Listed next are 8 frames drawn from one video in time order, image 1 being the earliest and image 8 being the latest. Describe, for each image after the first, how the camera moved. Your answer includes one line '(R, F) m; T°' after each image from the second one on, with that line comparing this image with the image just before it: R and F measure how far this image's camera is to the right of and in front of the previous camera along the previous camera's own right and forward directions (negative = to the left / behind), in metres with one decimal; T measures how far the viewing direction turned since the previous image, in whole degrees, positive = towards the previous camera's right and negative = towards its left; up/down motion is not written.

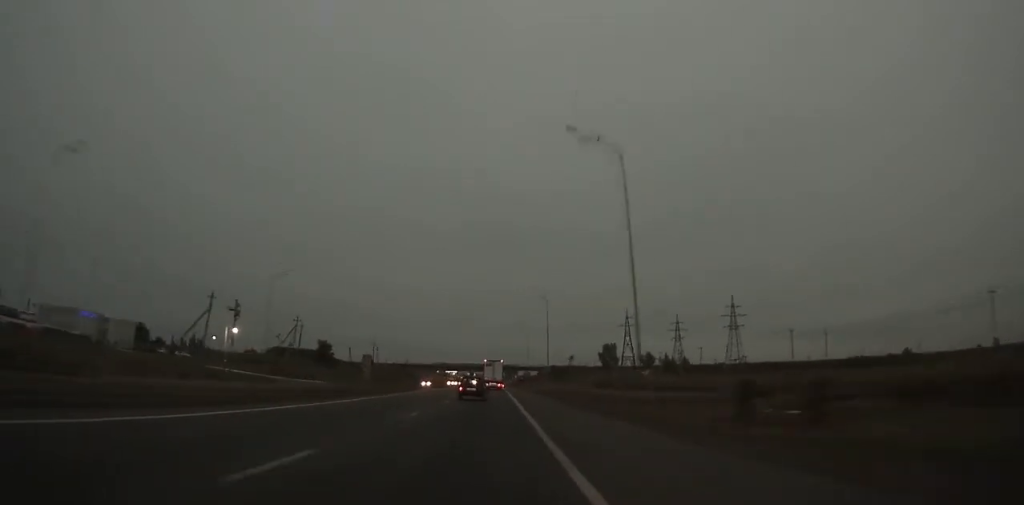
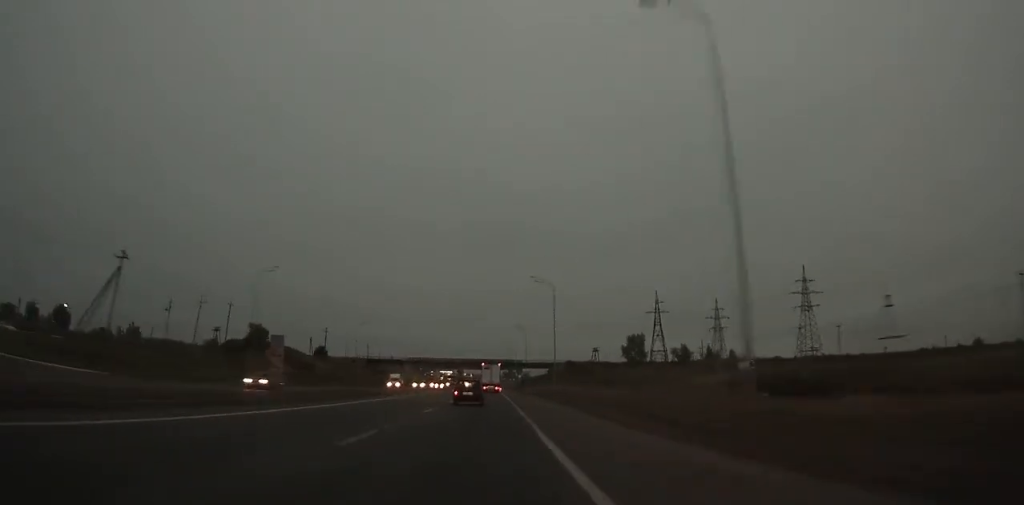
(+0.1, +56.1) m; 0°
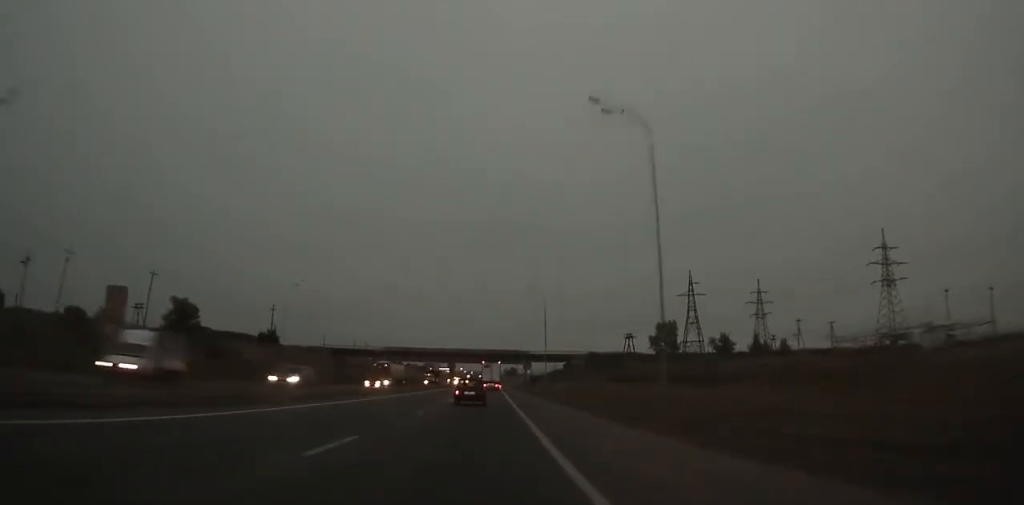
(+0.1, +37.4) m; 0°
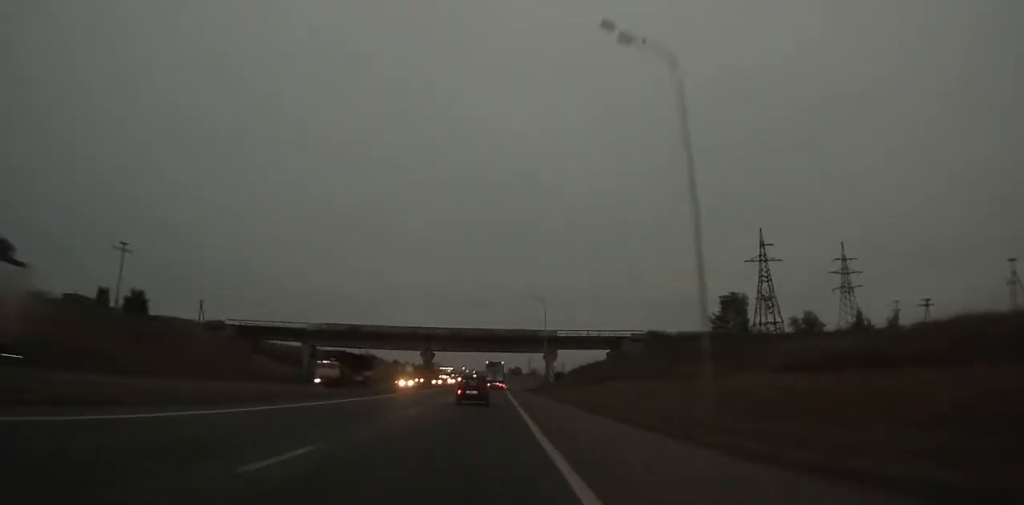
(+0.1, +50.5) m; 0°
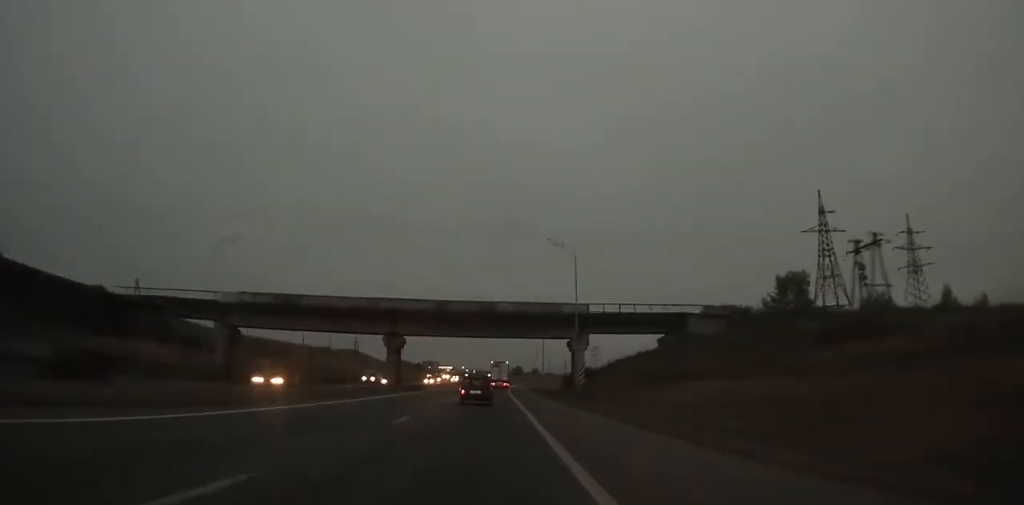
(+0.1, +27.0) m; 0°
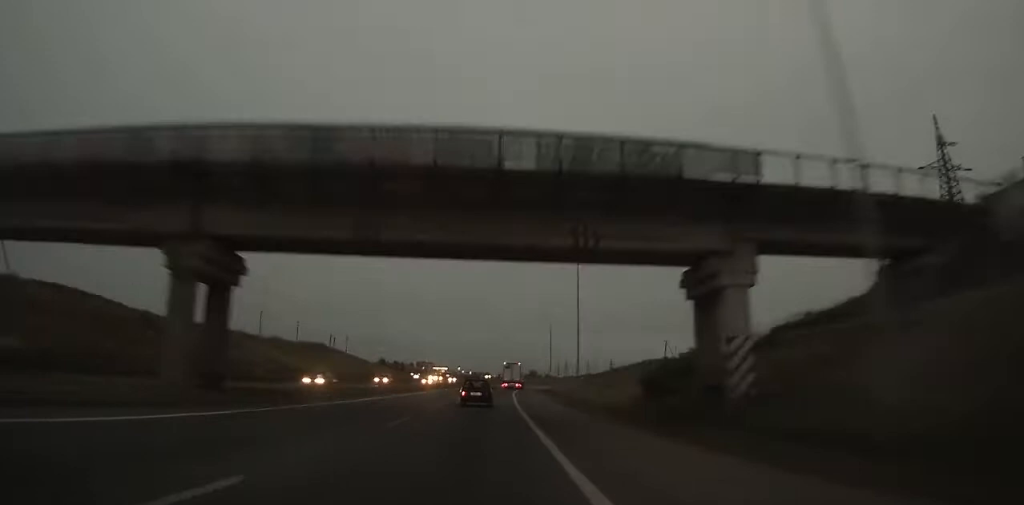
(+0.1, +36.3) m; 0°
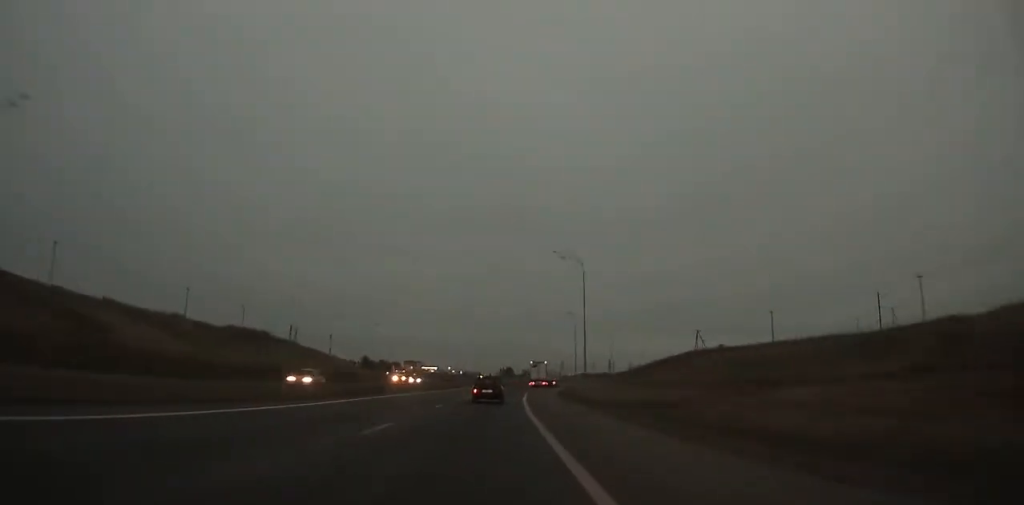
(-0.1, +38.1) m; +1°
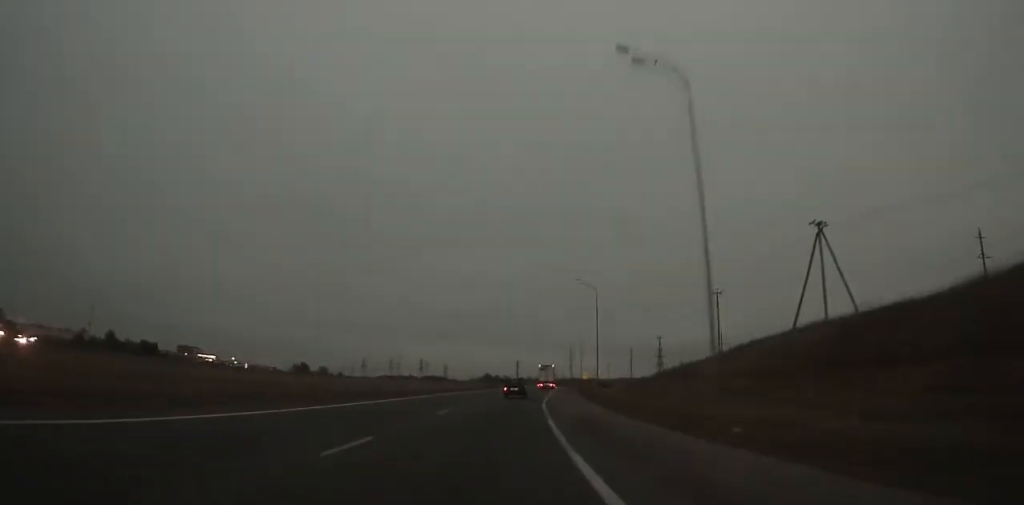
(+14.2, +122.9) m; +17°
